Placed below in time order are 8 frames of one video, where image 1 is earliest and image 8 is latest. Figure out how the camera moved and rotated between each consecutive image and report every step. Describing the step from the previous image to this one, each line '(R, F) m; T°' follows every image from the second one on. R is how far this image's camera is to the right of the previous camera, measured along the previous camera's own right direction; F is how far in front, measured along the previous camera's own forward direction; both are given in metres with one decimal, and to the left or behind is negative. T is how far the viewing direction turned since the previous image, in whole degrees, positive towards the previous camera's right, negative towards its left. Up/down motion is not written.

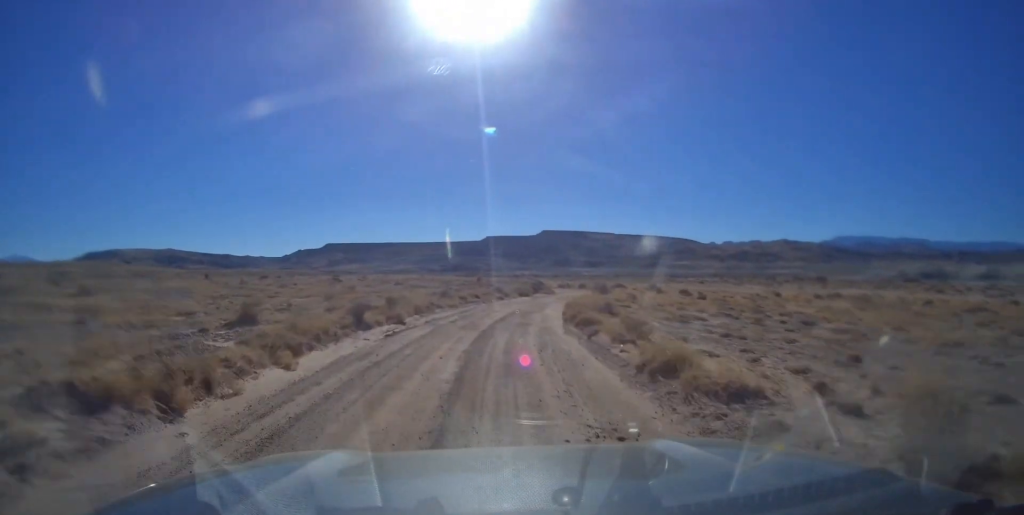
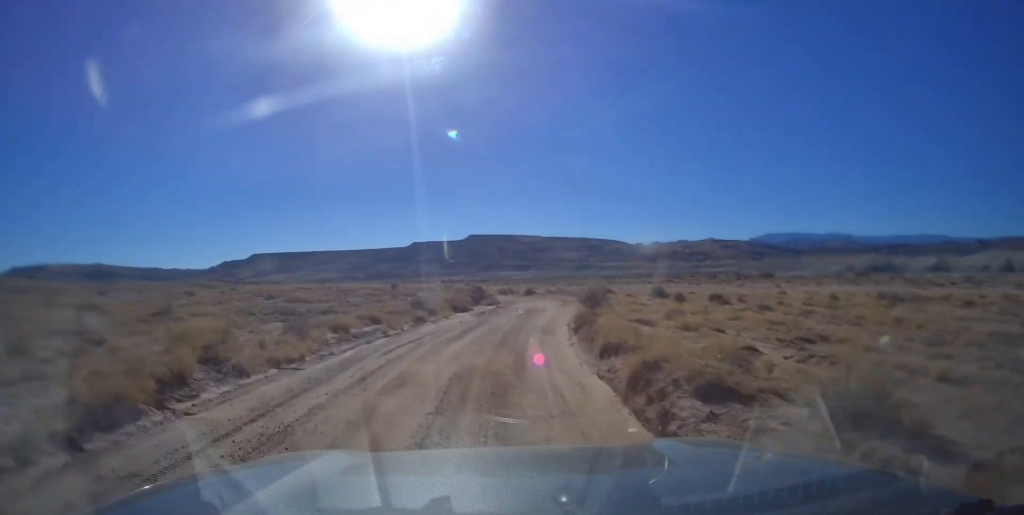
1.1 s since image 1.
(+0.3, +18.9) m; +4°
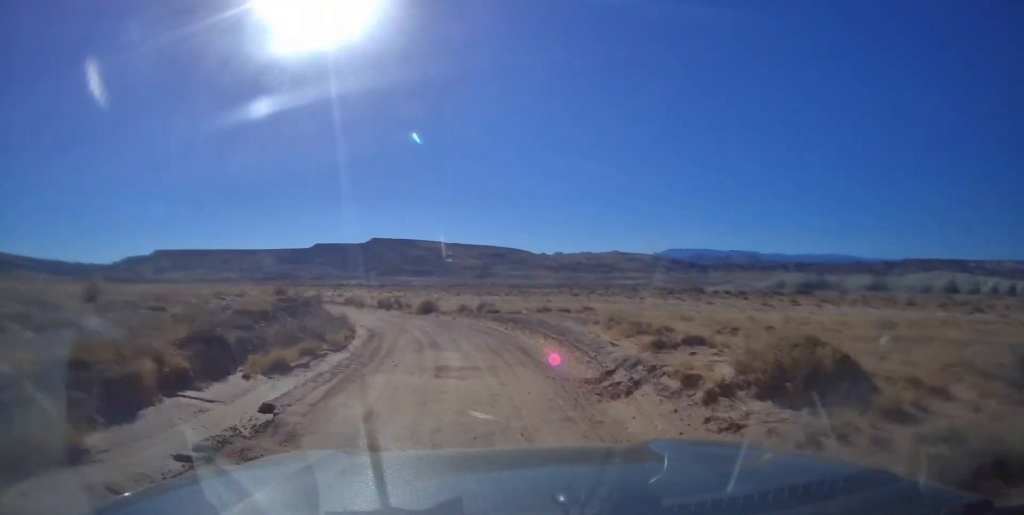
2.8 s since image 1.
(+2.1, +29.7) m; +7°
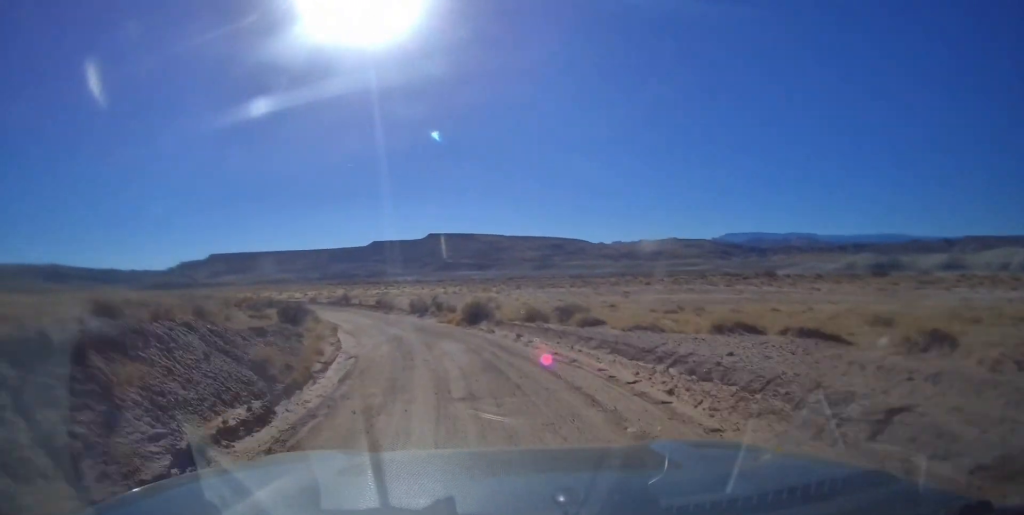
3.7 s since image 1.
(+0.9, +14.5) m; 0°
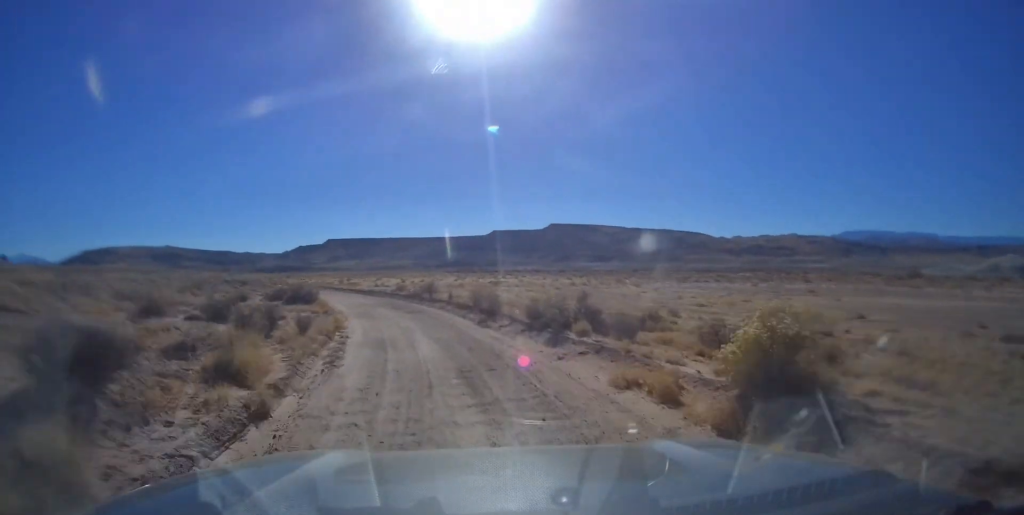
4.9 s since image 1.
(+0.8, +20.1) m; -1°
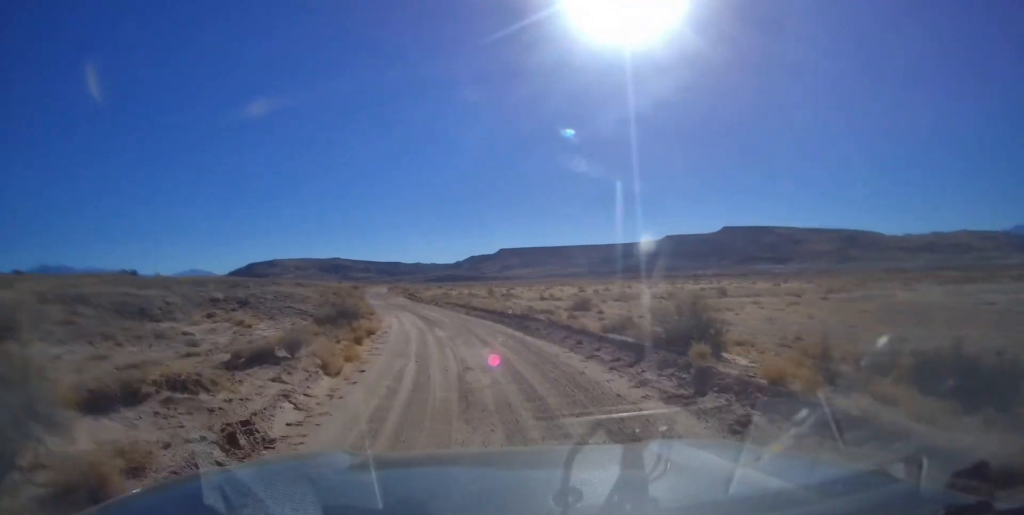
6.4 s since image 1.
(-0.7, +26.2) m; -11°
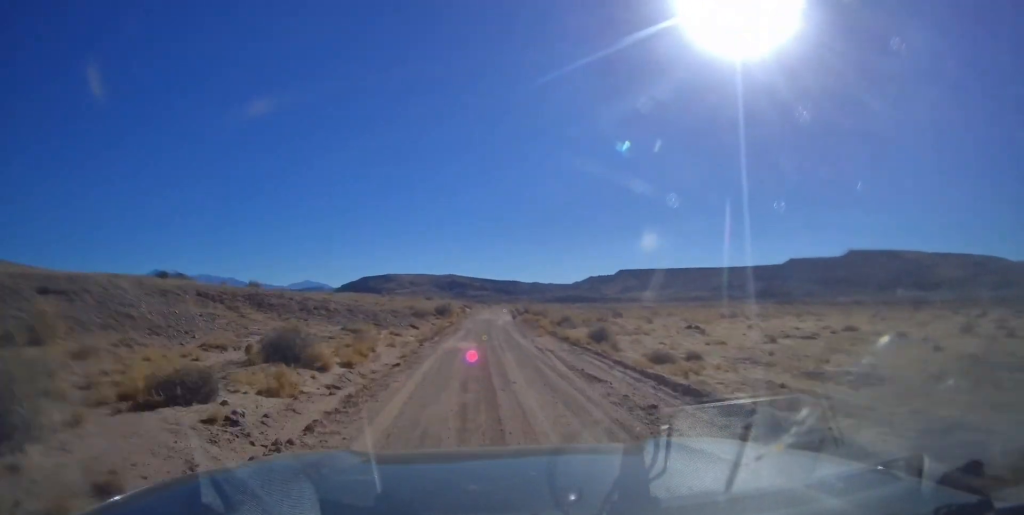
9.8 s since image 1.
(-15.3, +58.8) m; -21°
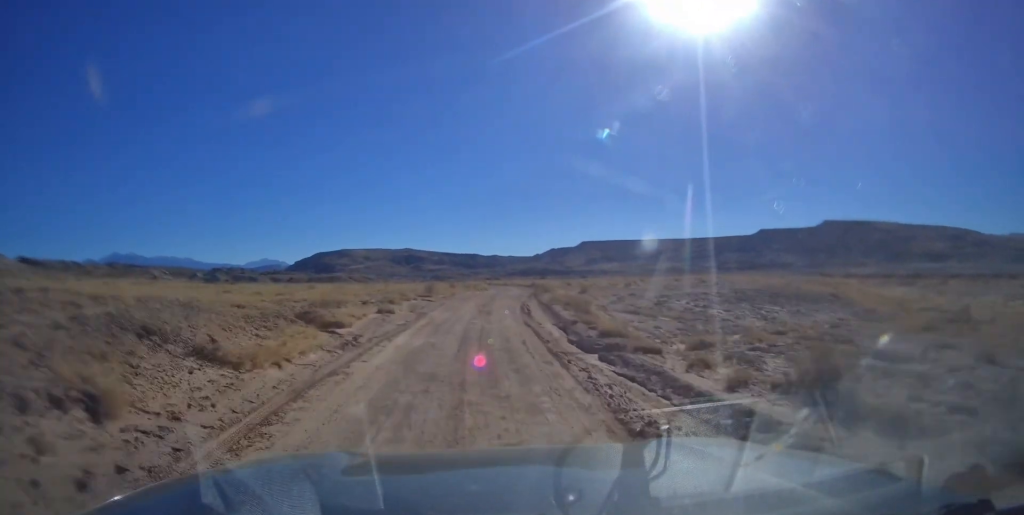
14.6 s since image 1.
(-4.6, +92.2) m; -1°
